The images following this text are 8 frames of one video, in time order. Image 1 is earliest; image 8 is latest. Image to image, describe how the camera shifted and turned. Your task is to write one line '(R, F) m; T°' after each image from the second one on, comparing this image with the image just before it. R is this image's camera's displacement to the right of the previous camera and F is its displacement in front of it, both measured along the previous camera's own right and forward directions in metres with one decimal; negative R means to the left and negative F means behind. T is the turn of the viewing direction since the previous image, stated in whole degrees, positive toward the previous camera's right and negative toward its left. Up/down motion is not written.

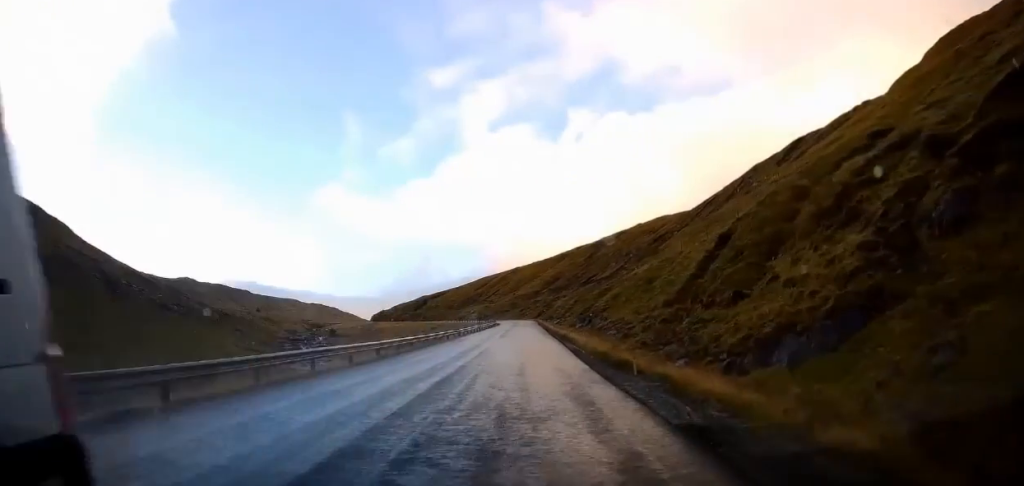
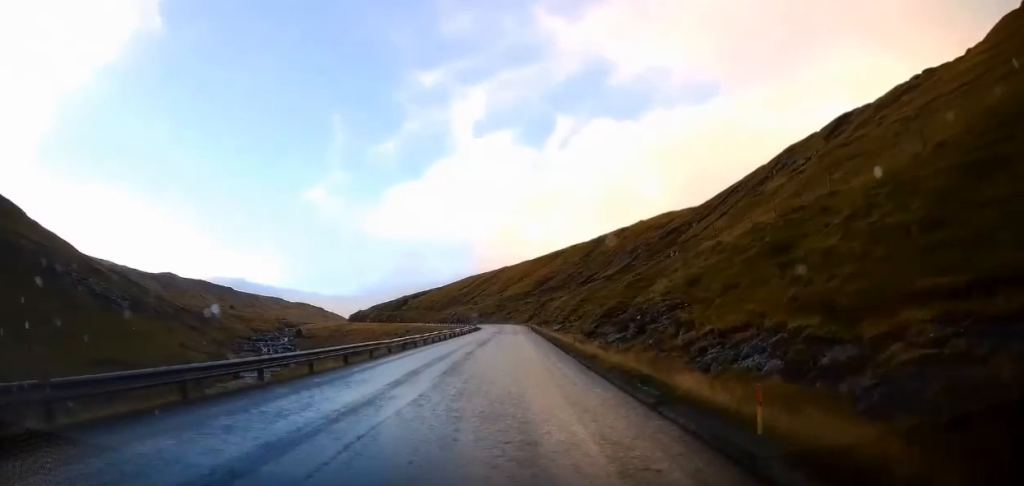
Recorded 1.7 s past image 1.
(+0.8, +26.9) m; +2°
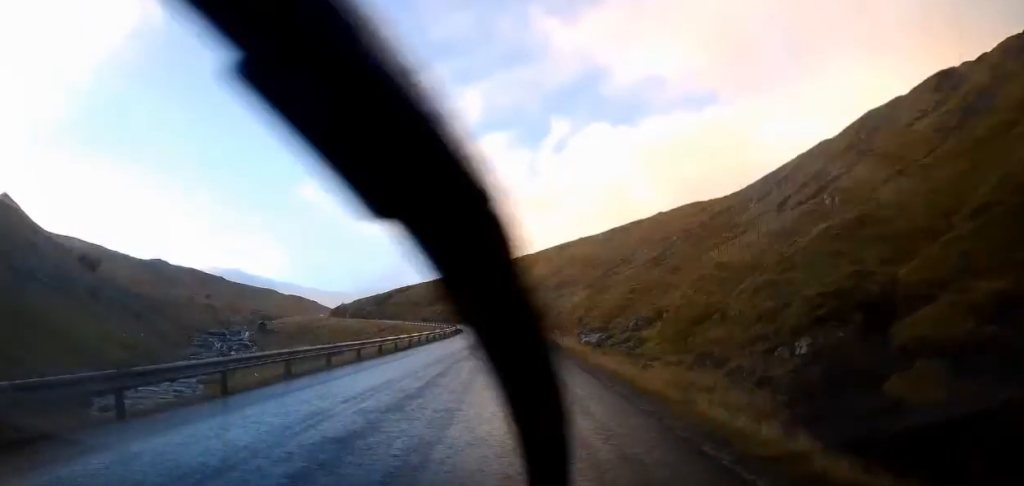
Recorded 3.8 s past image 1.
(-0.5, +34.1) m; 0°
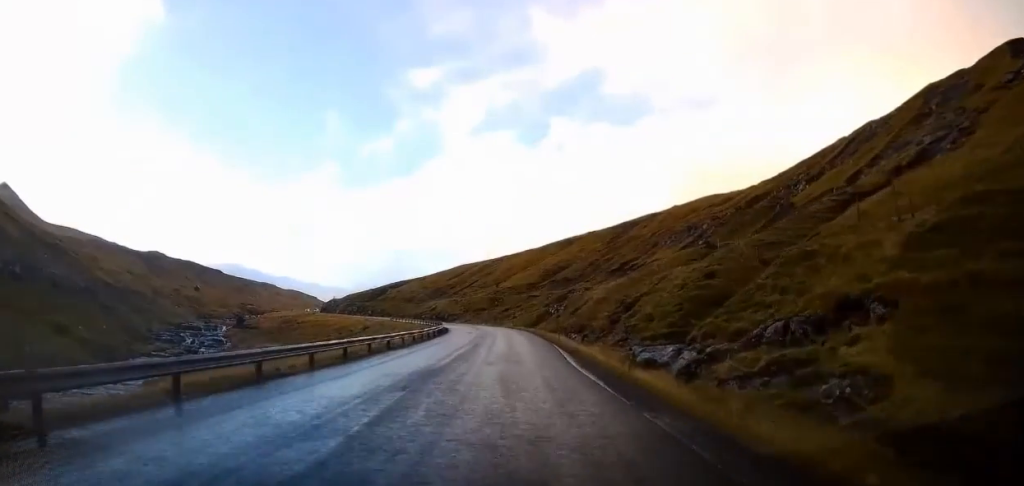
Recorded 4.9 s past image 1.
(+0.6, +18.2) m; 0°
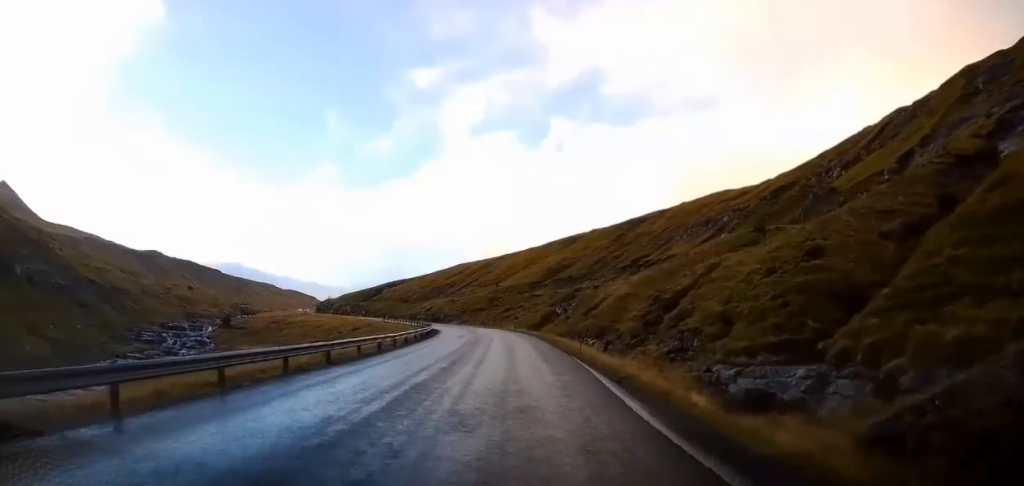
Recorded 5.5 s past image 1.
(-0.4, +10.2) m; -1°
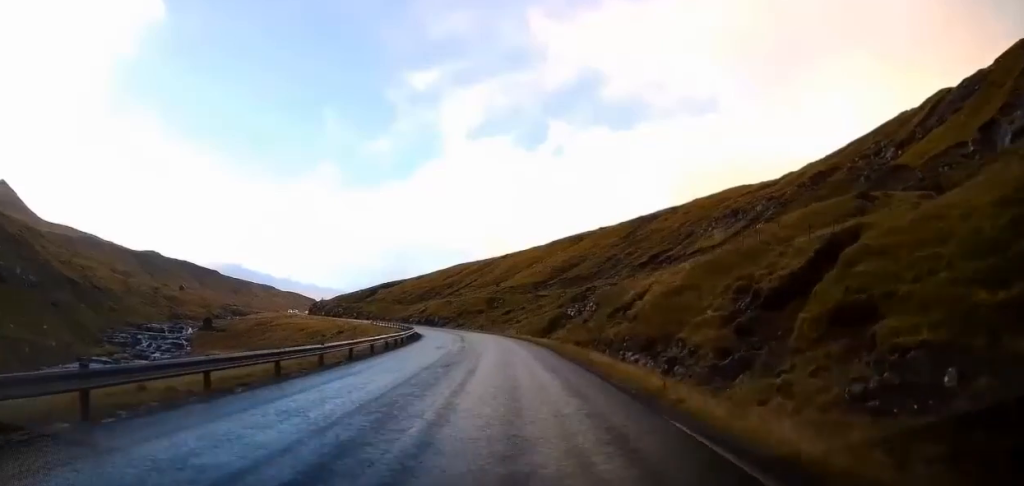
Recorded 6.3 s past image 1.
(-0.2, +12.8) m; -1°
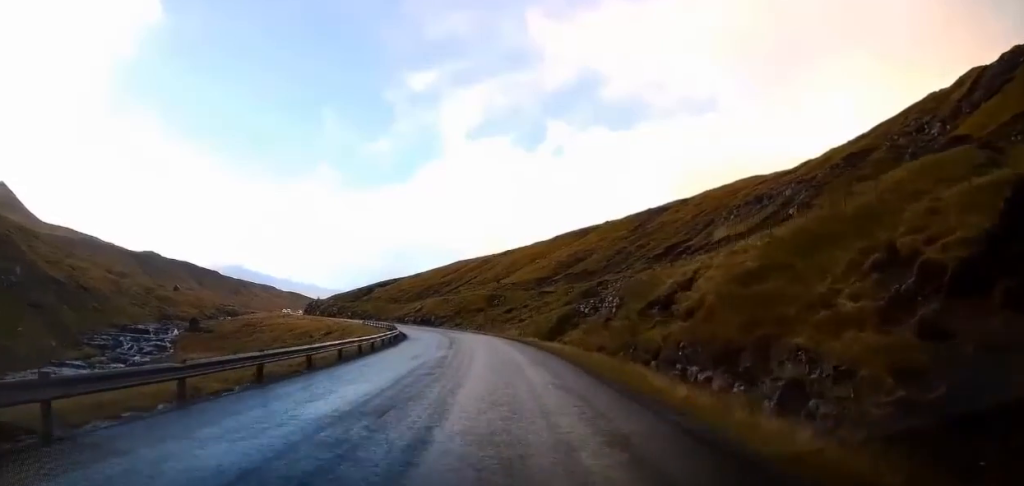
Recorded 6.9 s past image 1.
(+0.1, +9.0) m; 0°
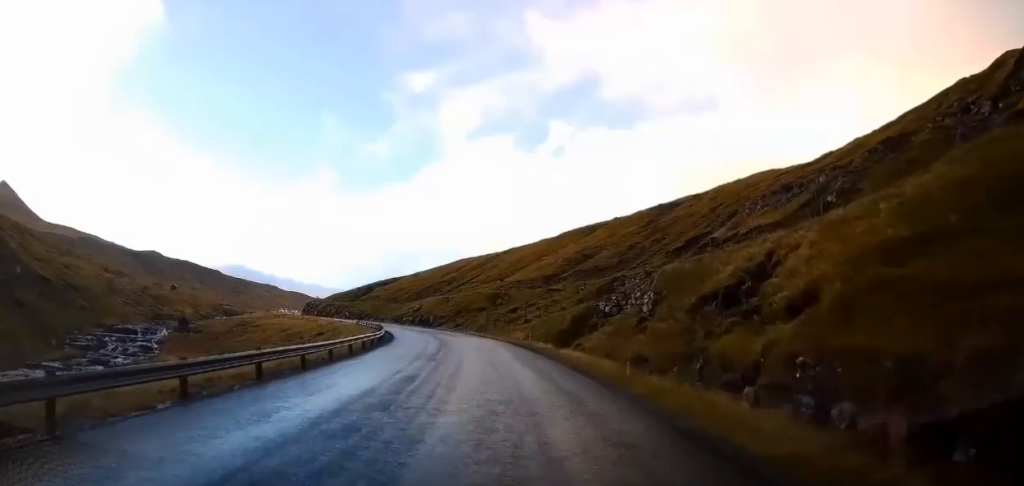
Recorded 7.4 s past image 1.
(0.0, +7.9) m; 0°
